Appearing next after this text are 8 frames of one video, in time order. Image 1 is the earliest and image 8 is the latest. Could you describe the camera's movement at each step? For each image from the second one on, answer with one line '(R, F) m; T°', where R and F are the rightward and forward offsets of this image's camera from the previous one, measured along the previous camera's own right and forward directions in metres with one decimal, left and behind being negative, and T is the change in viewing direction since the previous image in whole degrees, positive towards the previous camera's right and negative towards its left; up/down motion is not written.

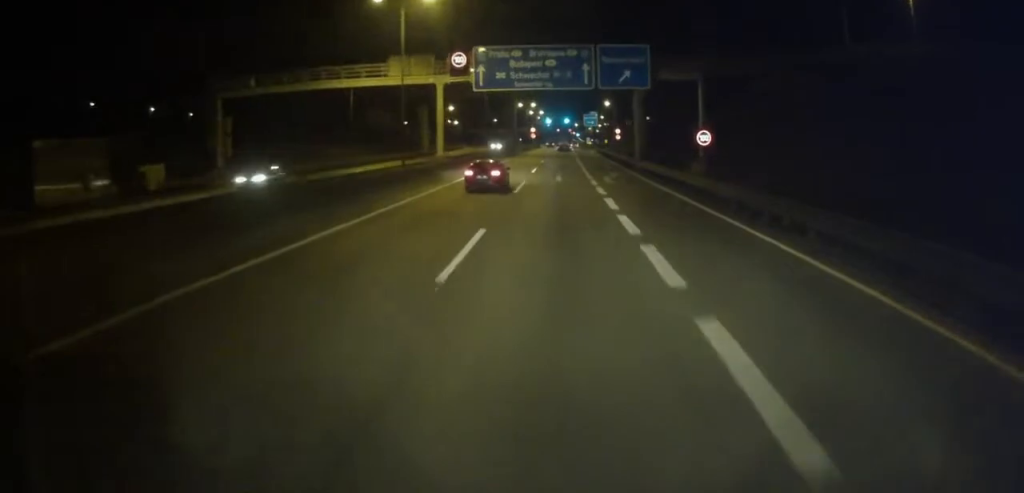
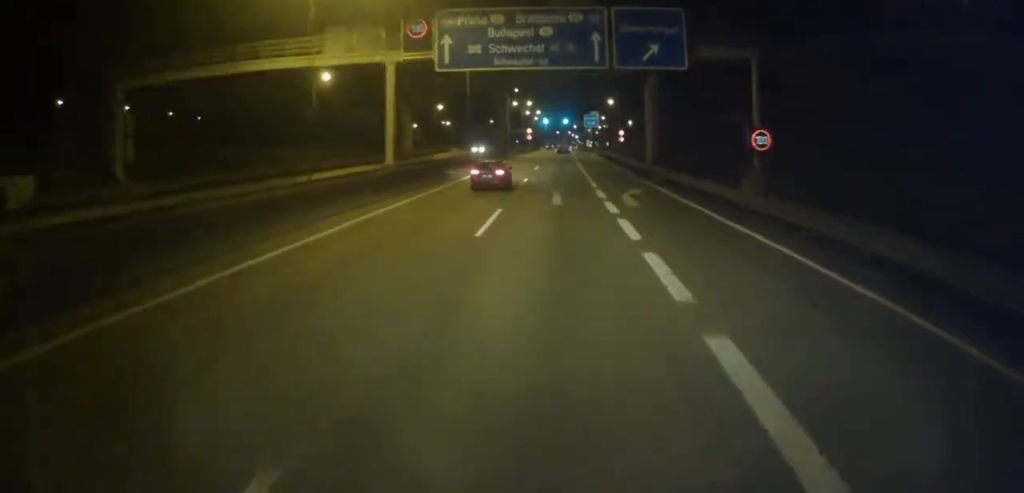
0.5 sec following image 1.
(+0.3, +12.7) m; +1°
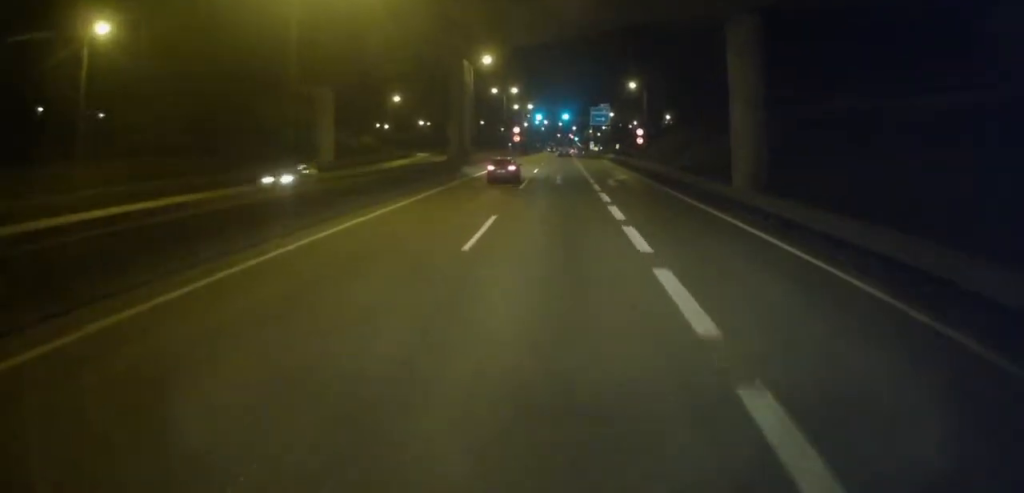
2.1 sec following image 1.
(+1.0, +37.9) m; +1°
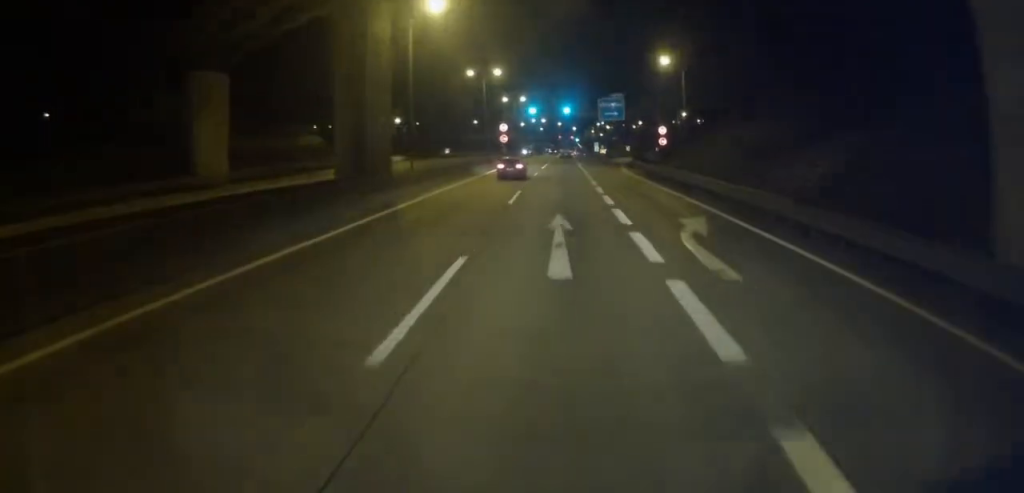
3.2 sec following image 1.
(-0.5, +24.8) m; -1°
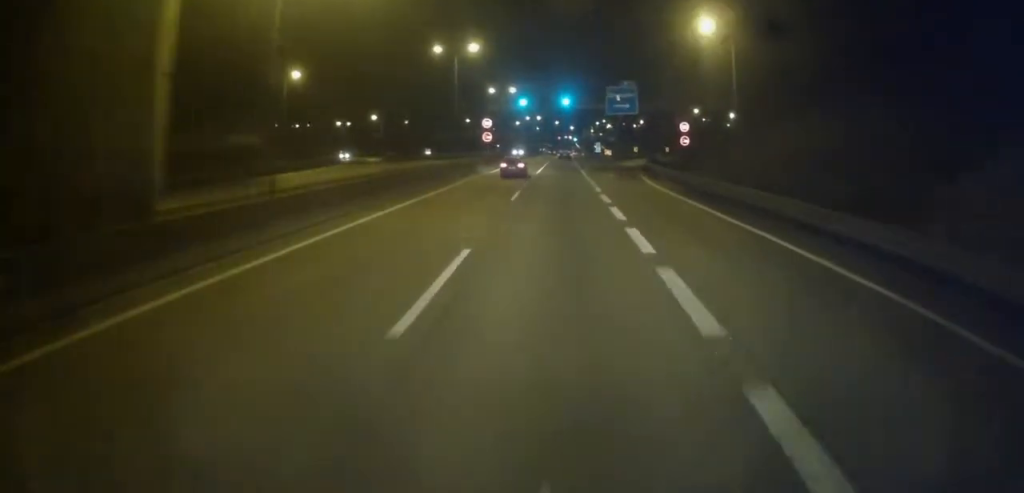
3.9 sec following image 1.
(0.0, +16.7) m; 0°
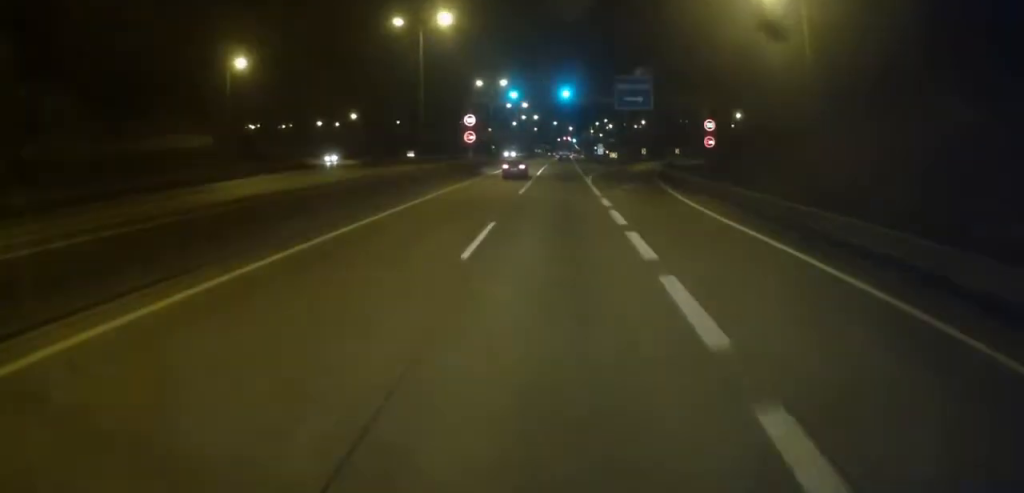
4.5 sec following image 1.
(0.0, +11.9) m; 0°
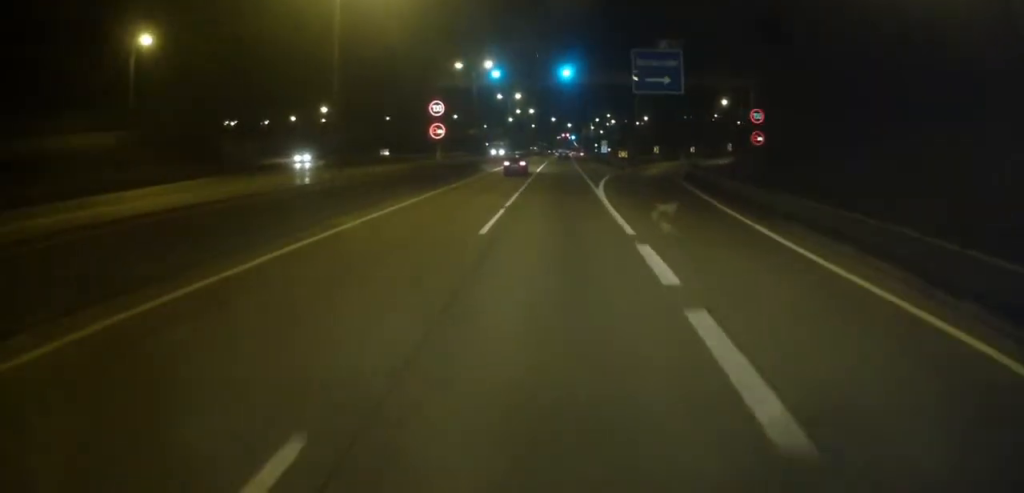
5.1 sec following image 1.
(0.0, +14.1) m; 0°
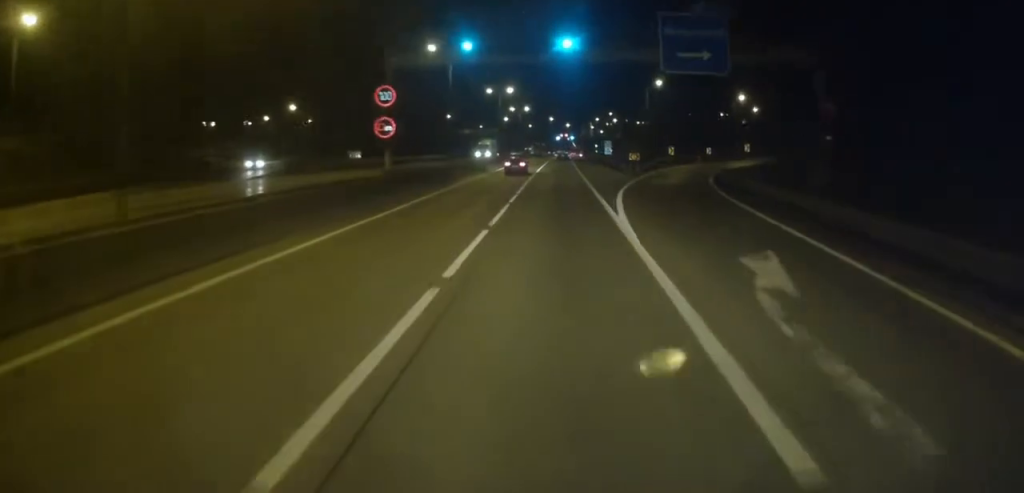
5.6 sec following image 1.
(0.0, +11.7) m; +1°
